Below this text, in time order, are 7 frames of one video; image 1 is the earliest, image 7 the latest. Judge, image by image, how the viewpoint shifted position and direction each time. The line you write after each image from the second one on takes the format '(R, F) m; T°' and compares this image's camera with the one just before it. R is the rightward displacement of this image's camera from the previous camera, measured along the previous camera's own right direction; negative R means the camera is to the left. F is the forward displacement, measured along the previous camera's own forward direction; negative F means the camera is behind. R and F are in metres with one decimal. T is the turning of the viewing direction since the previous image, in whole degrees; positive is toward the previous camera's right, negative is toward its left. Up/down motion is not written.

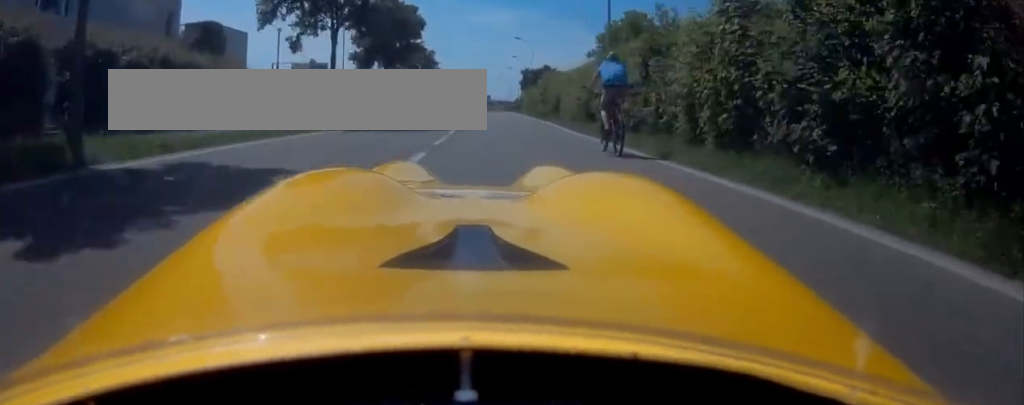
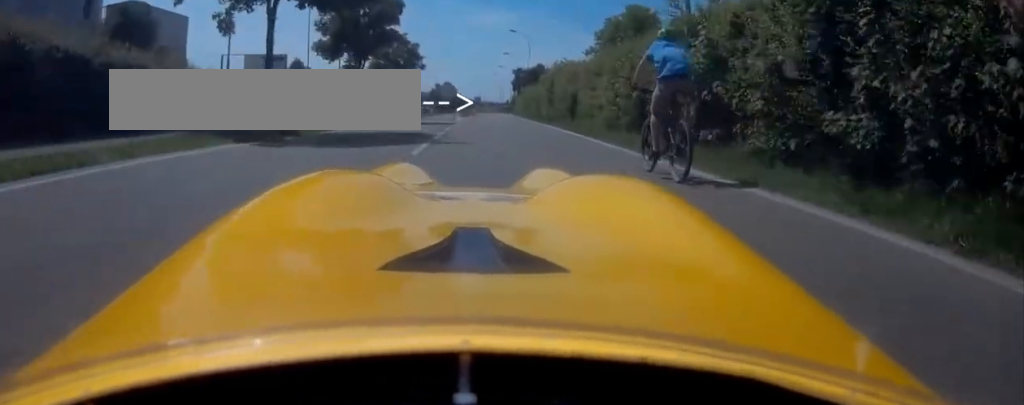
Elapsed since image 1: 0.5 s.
(-0.1, +8.2) m; 0°
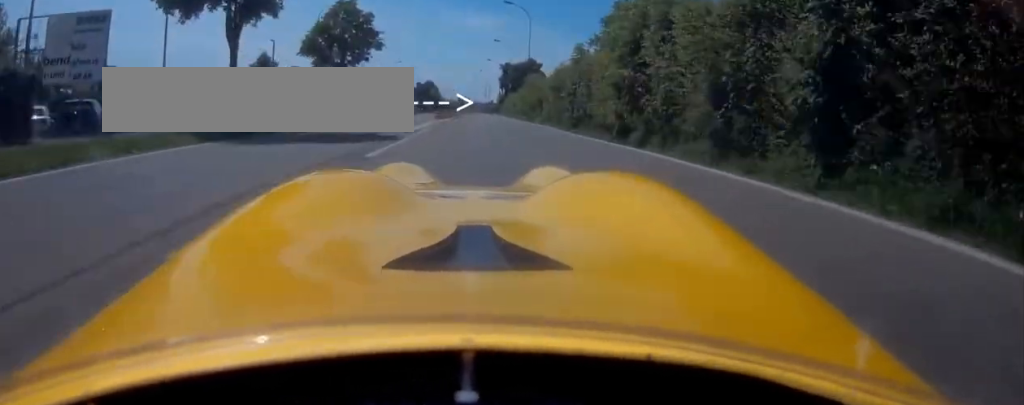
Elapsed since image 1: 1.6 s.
(+0.1, +19.4) m; +2°
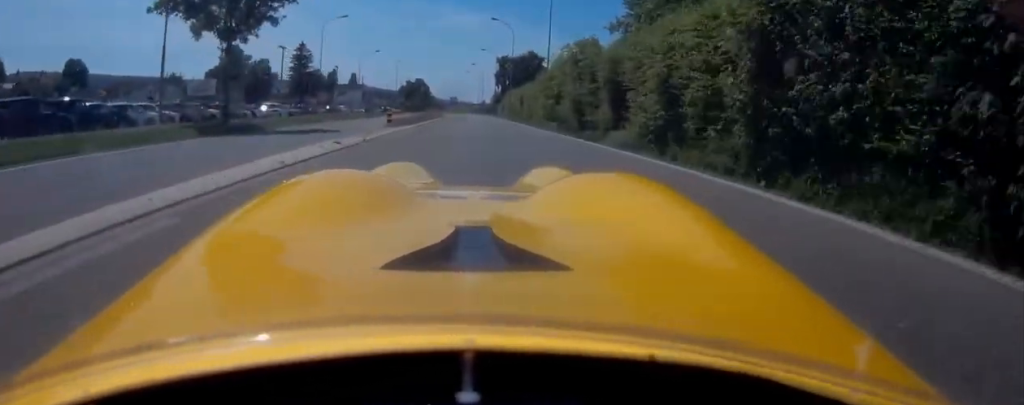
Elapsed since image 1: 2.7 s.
(+0.3, +19.2) m; +1°
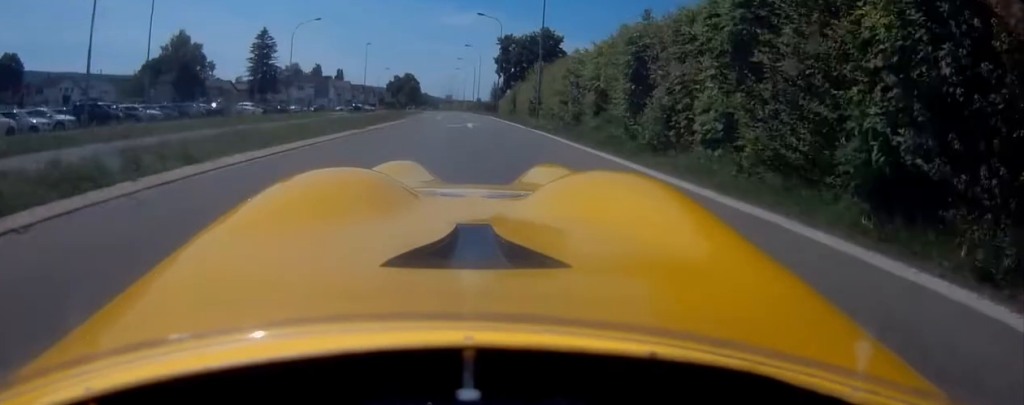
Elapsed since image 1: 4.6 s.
(+0.1, +33.2) m; -1°
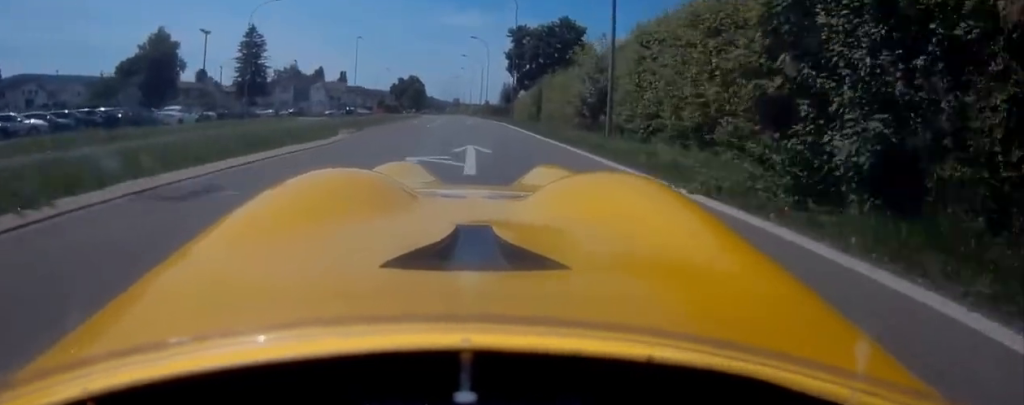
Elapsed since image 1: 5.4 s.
(-0.3, +14.3) m; -2°
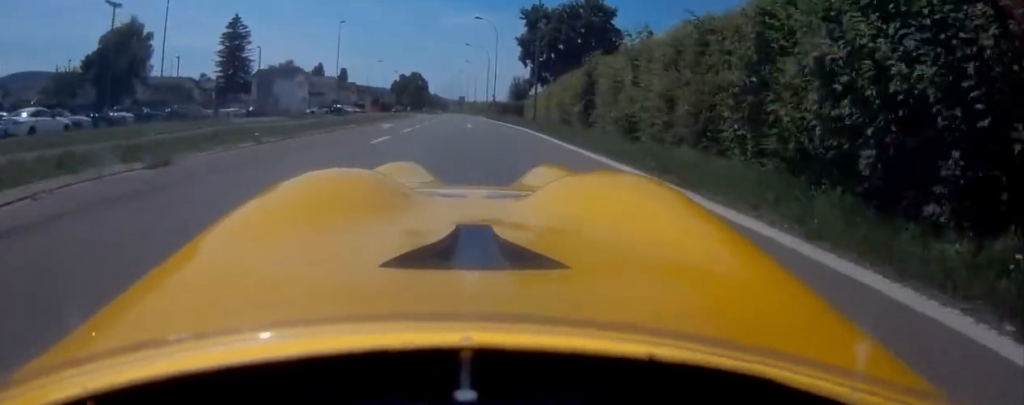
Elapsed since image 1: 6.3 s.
(-0.3, +14.8) m; 0°
